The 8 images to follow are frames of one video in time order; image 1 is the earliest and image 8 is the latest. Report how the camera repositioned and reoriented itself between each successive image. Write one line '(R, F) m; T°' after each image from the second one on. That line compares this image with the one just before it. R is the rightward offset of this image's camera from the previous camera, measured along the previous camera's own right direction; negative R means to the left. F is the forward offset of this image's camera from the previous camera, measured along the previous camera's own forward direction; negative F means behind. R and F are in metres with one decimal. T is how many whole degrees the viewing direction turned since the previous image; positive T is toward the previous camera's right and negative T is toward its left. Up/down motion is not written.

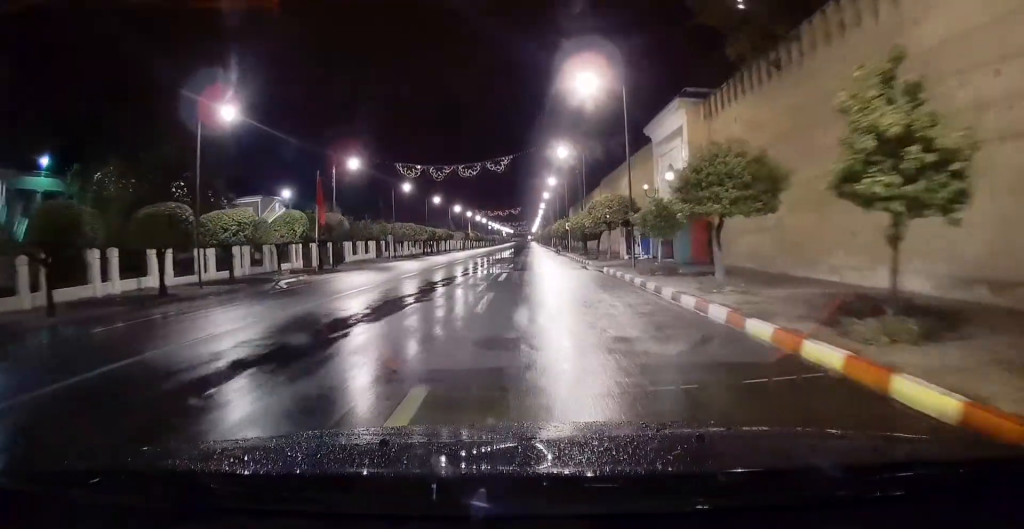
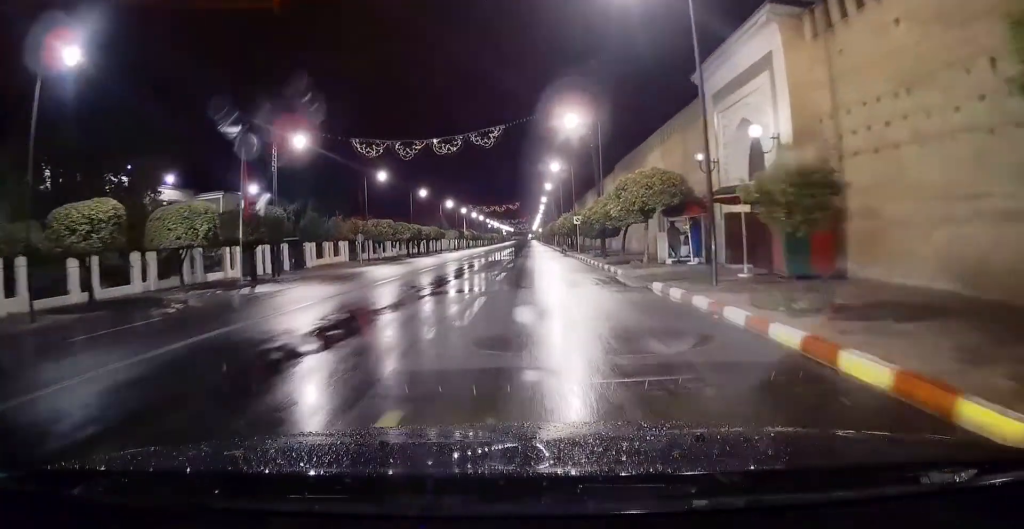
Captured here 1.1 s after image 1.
(+0.2, +11.4) m; 0°
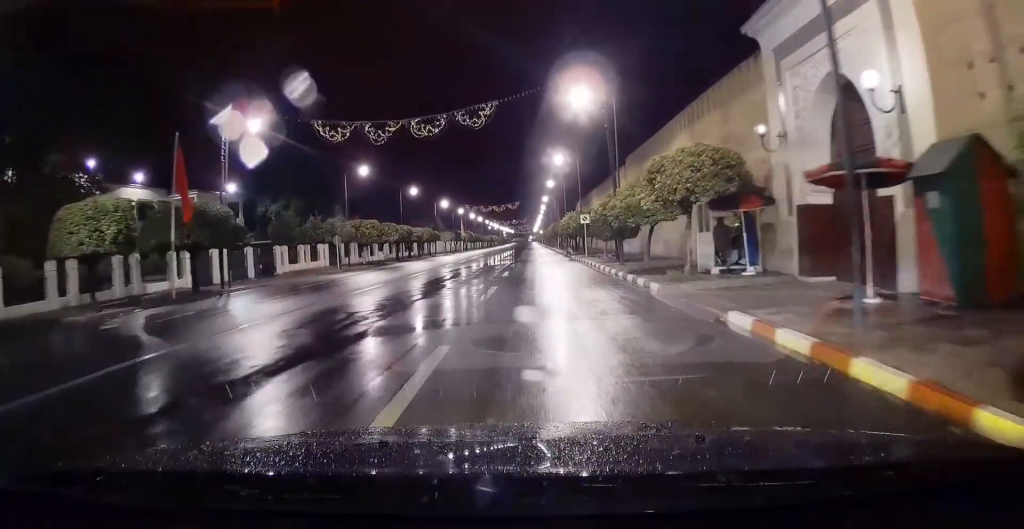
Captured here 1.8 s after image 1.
(0.0, +6.5) m; -1°
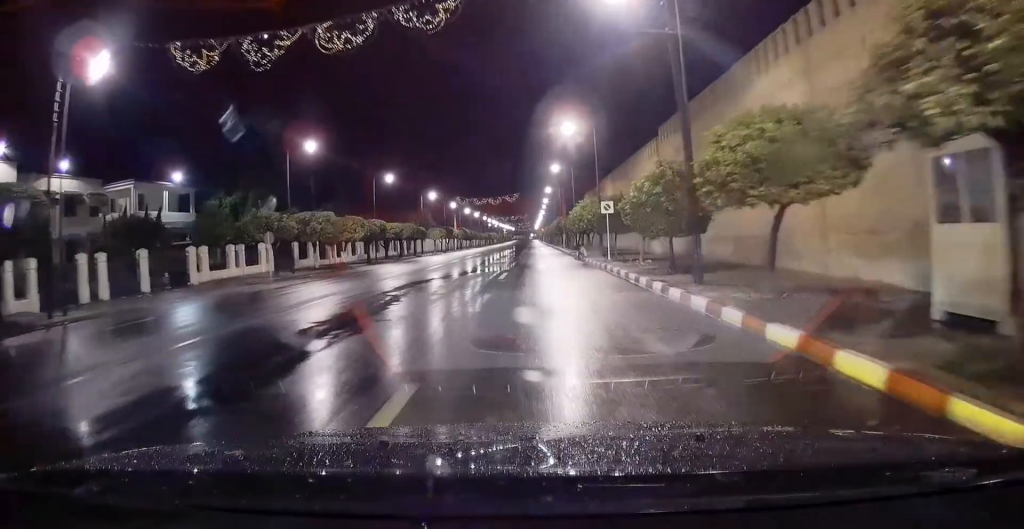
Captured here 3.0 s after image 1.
(-0.1, +12.6) m; 0°
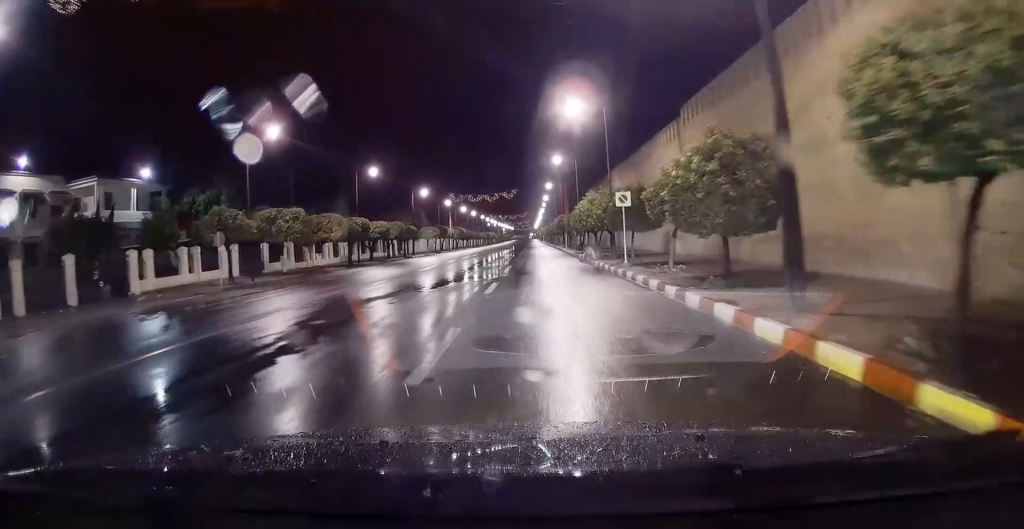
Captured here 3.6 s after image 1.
(+0.2, +5.7) m; 0°
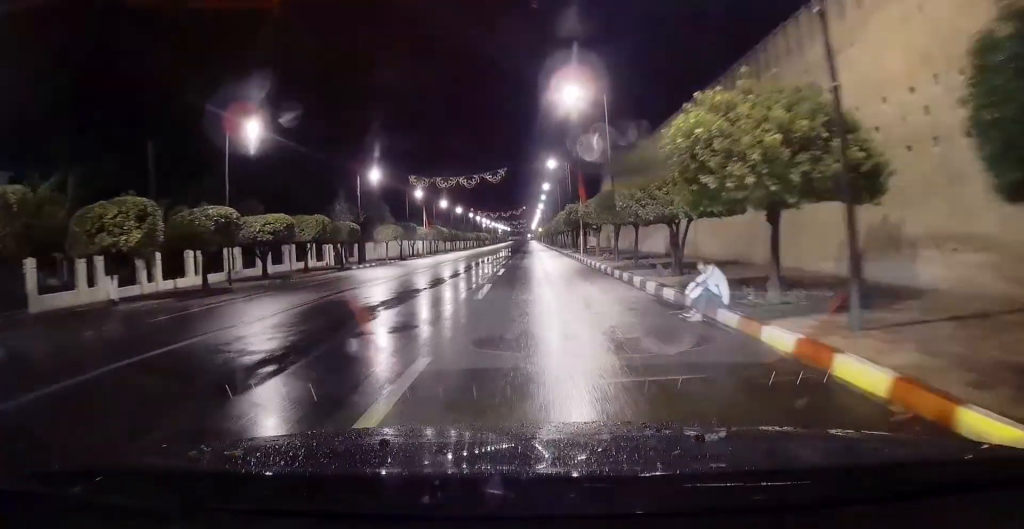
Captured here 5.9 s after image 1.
(-1.0, +23.1) m; -3°
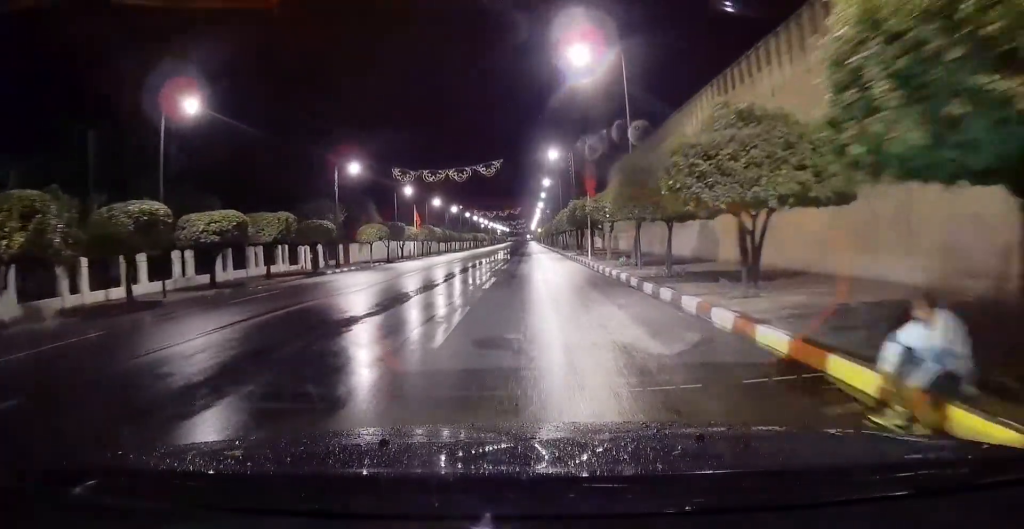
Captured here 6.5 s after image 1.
(+0.1, +6.1) m; 0°
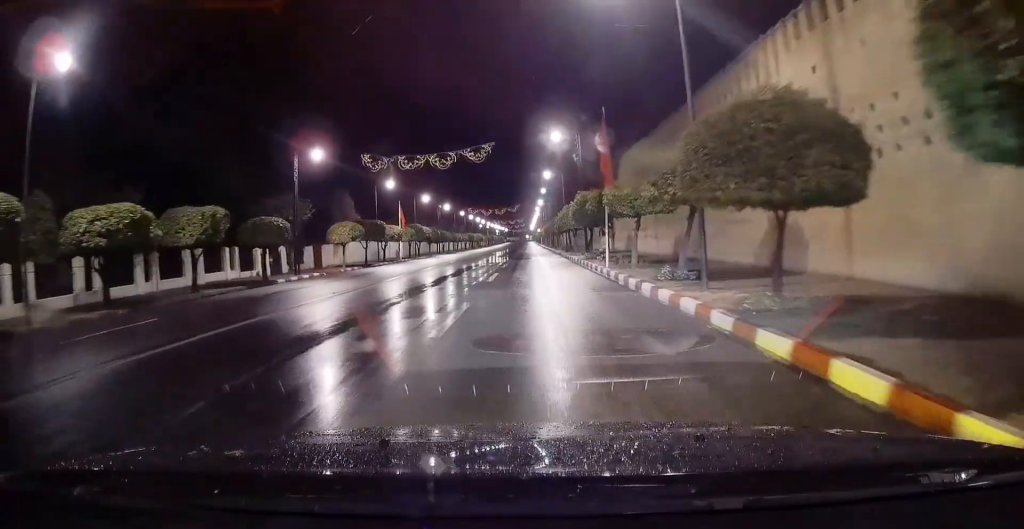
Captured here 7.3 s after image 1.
(-0.1, +8.6) m; 0°
